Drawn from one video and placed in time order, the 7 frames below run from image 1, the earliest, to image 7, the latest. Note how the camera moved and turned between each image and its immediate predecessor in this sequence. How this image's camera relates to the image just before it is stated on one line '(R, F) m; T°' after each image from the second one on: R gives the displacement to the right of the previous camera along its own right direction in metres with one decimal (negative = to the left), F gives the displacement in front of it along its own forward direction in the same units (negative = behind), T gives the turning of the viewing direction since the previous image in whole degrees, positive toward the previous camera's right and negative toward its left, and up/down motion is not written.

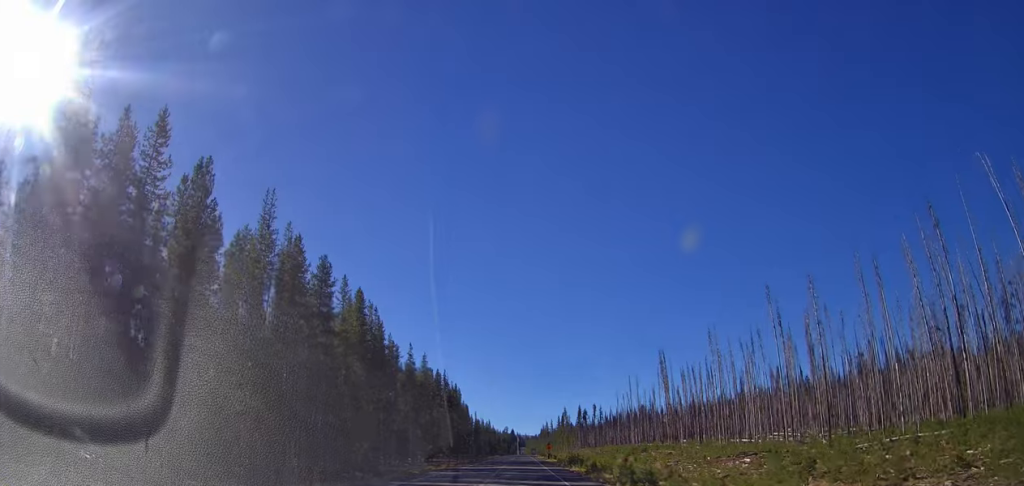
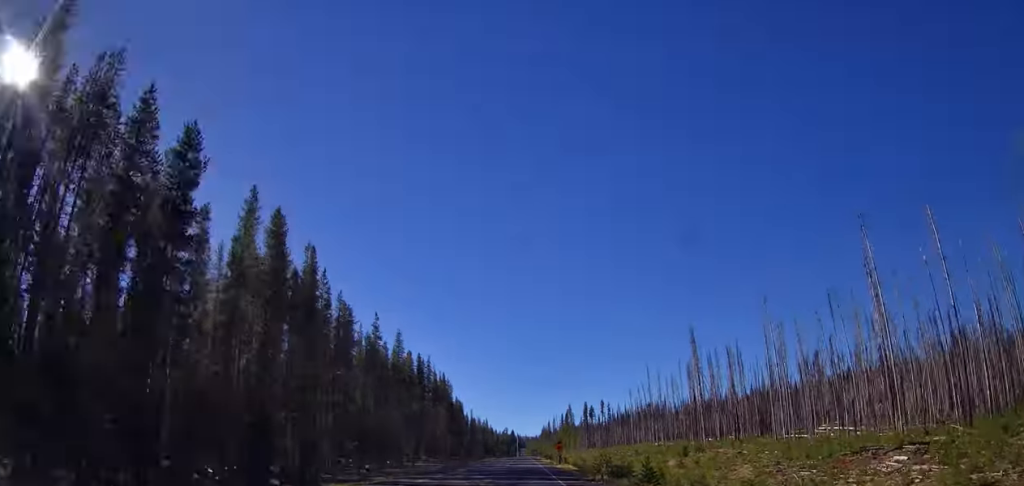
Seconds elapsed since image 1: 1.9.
(-0.4, +27.2) m; -3°
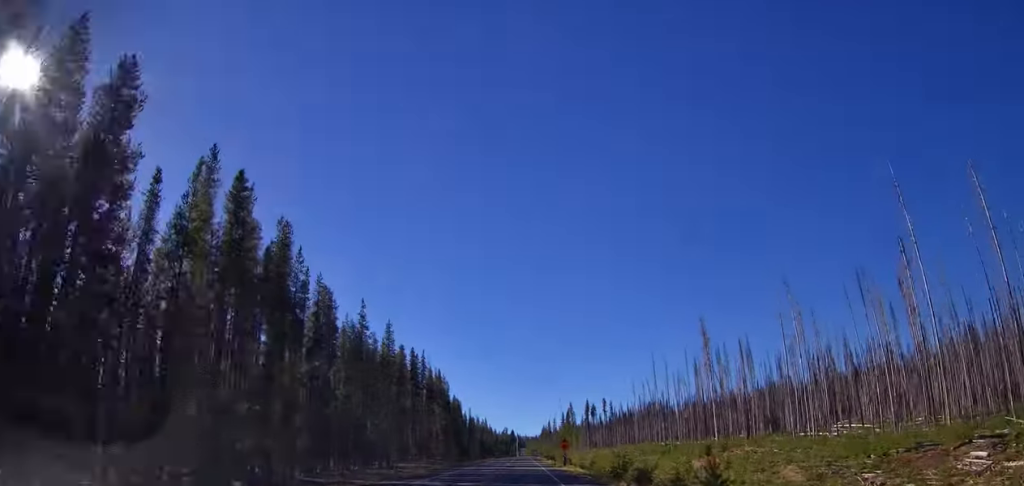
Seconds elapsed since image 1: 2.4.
(-0.2, +7.5) m; 0°
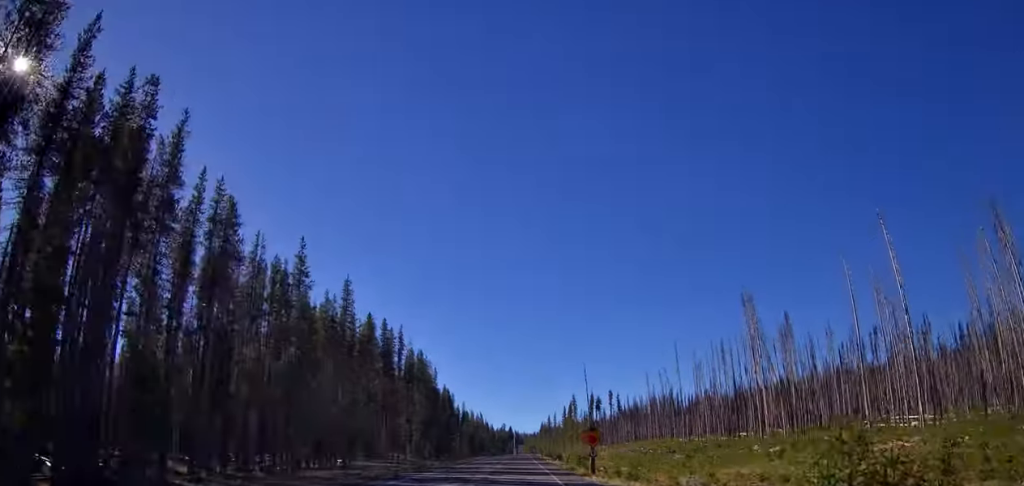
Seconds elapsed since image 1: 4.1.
(+0.2, +23.6) m; 0°
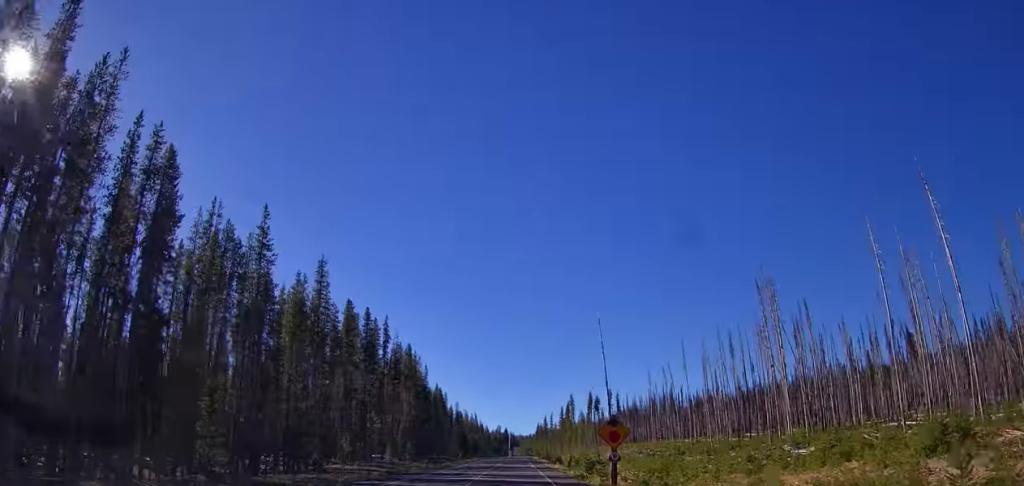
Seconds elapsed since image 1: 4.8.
(-0.2, +8.7) m; 0°
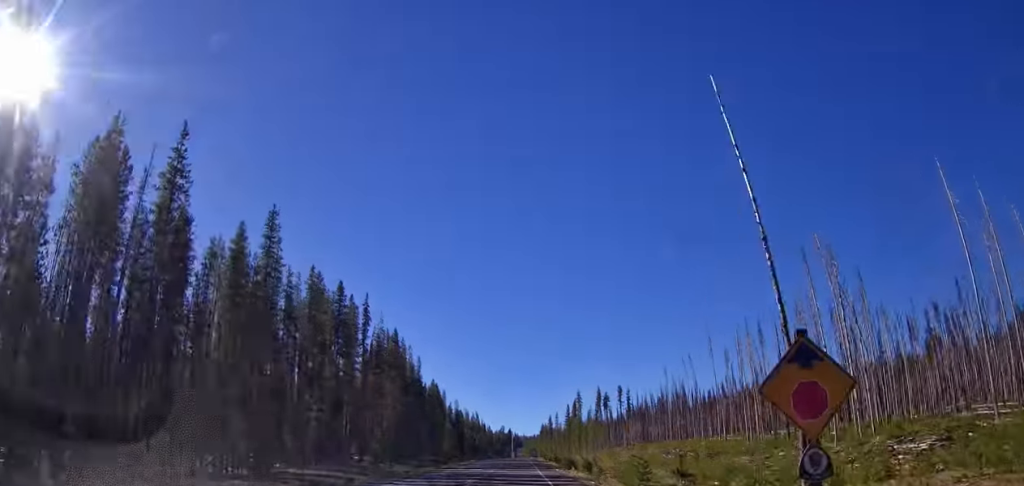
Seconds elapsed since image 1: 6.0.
(+0.4, +15.4) m; +2°
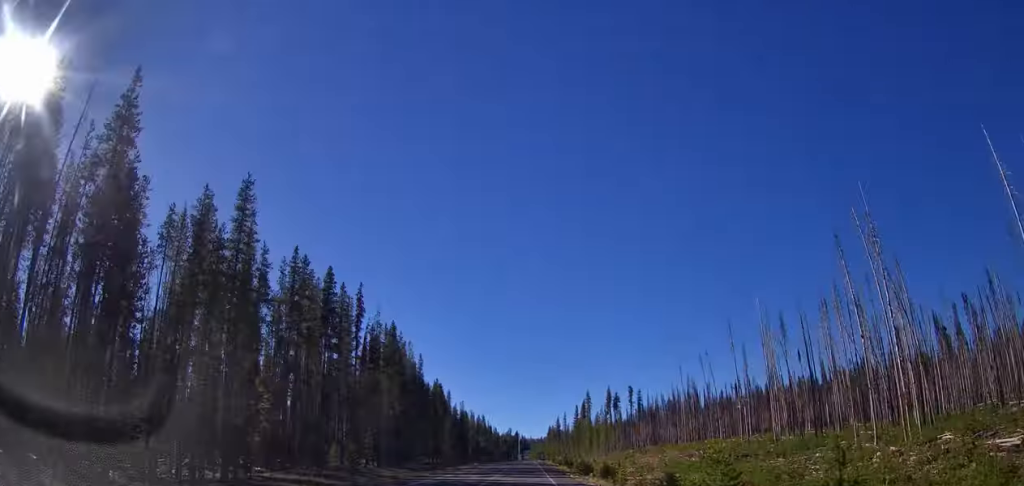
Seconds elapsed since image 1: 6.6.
(+0.1, +7.2) m; 0°
